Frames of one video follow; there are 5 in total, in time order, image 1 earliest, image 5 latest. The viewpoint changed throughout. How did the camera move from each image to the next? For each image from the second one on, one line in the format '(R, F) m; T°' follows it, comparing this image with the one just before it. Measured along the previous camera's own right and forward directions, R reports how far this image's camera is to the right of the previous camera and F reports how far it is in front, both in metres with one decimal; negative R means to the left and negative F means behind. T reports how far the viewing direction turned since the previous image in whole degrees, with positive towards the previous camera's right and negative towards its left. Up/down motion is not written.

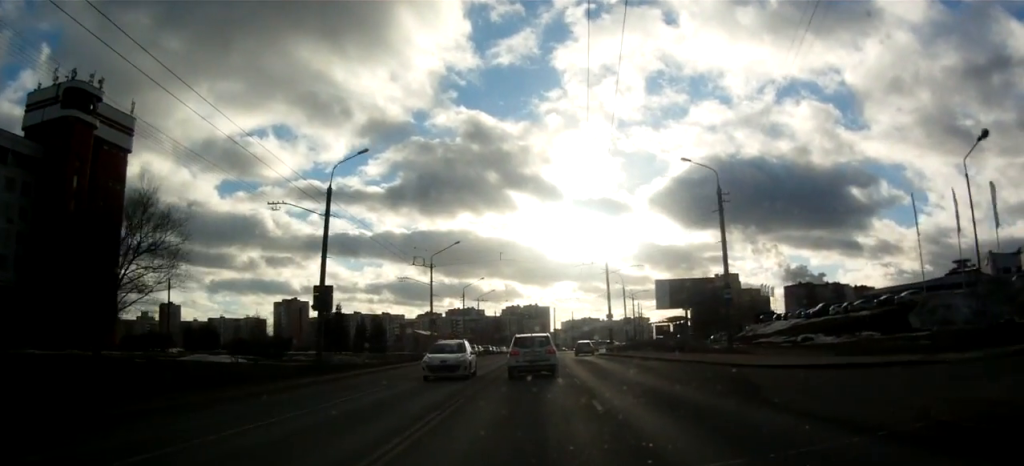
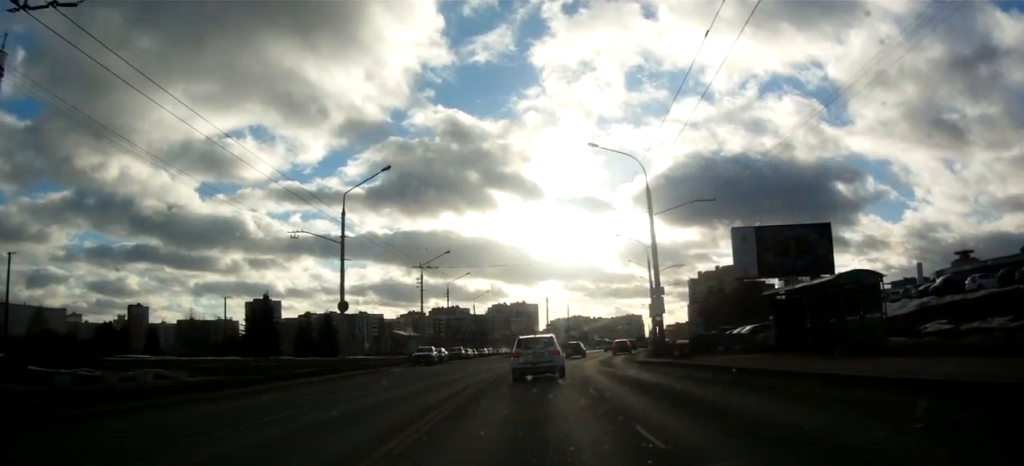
(+0.6, +27.9) m; +1°
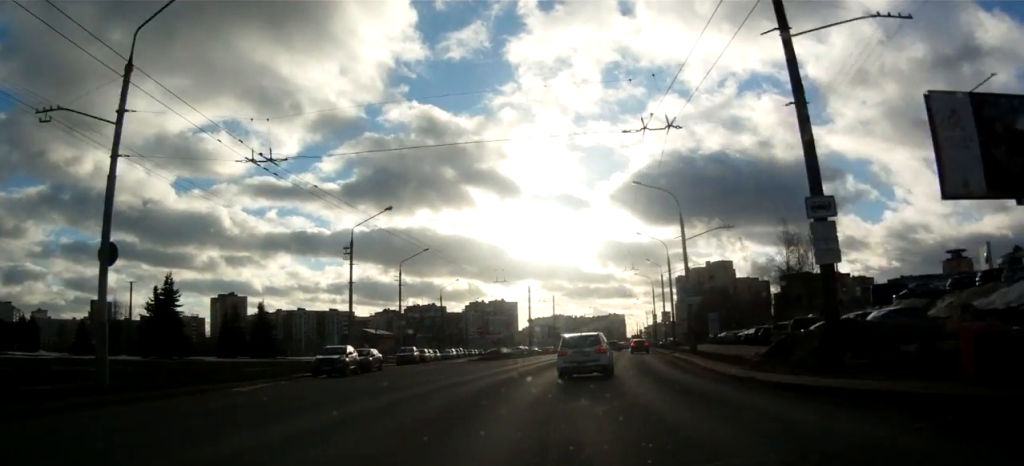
(-0.2, +21.1) m; +1°
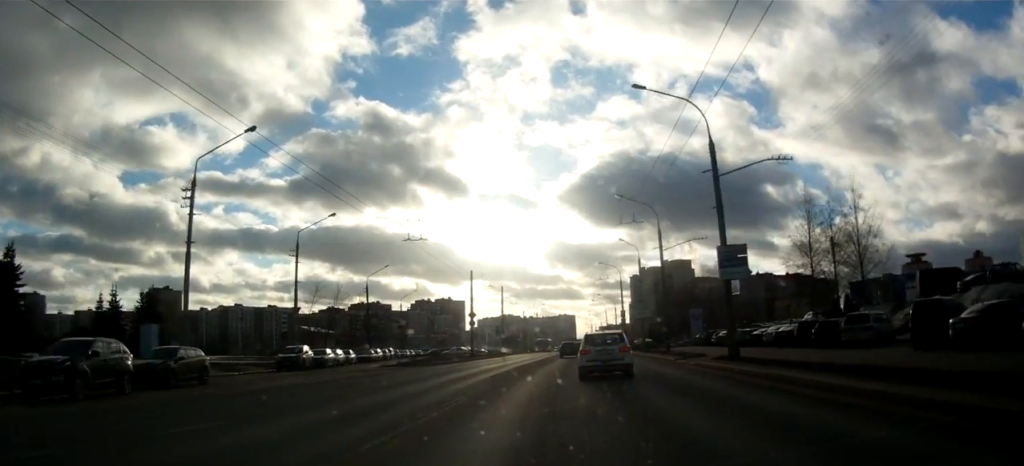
(+0.7, +18.0) m; +6°
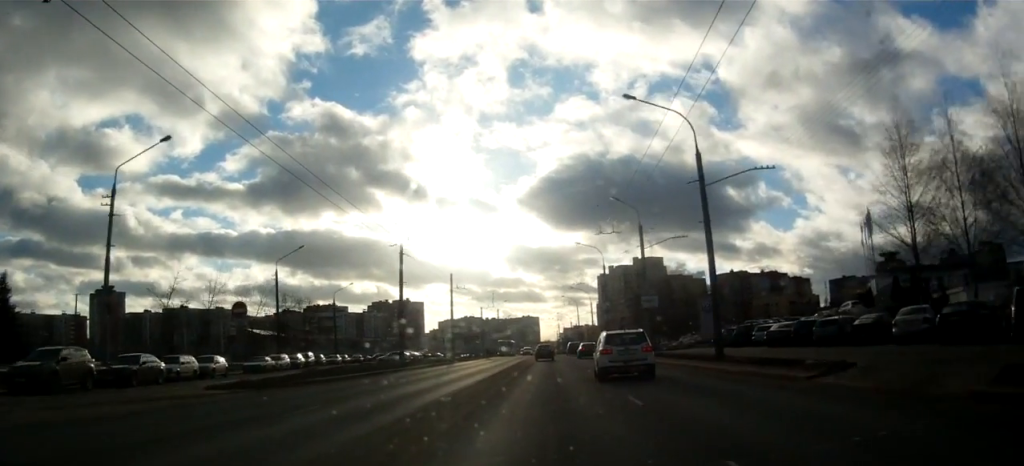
(+1.1, +20.1) m; +3°
